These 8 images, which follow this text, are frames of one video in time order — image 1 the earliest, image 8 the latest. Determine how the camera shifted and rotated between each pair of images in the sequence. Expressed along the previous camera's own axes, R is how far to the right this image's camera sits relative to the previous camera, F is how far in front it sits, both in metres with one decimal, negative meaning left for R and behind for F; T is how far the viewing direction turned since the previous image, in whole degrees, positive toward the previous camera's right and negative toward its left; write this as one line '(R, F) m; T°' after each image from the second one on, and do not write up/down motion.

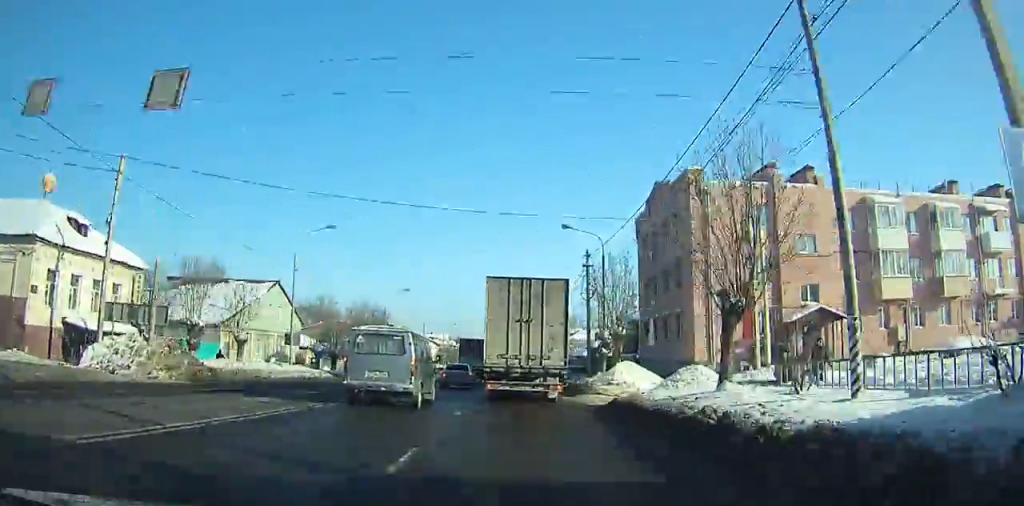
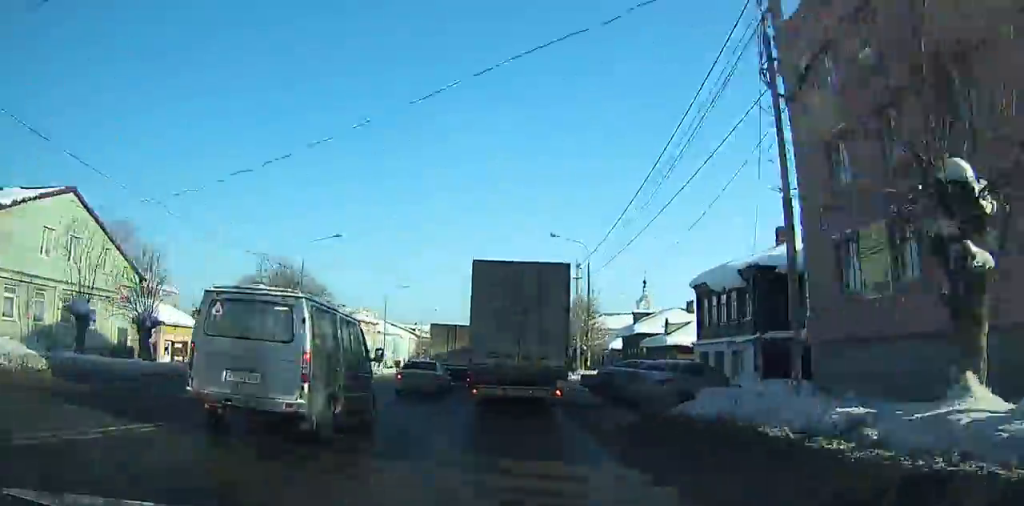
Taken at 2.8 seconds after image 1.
(-0.1, +25.9) m; 0°
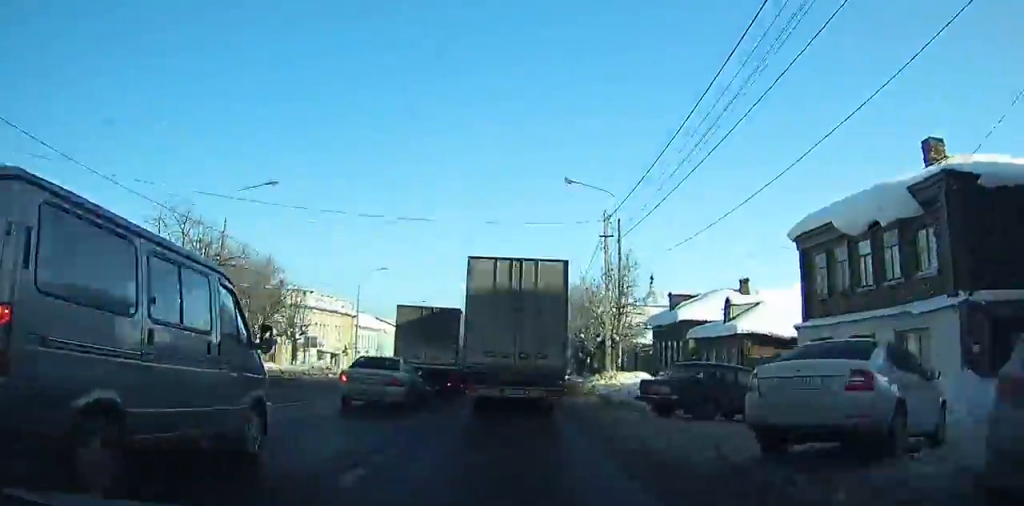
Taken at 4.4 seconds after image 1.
(0.0, +13.2) m; 0°
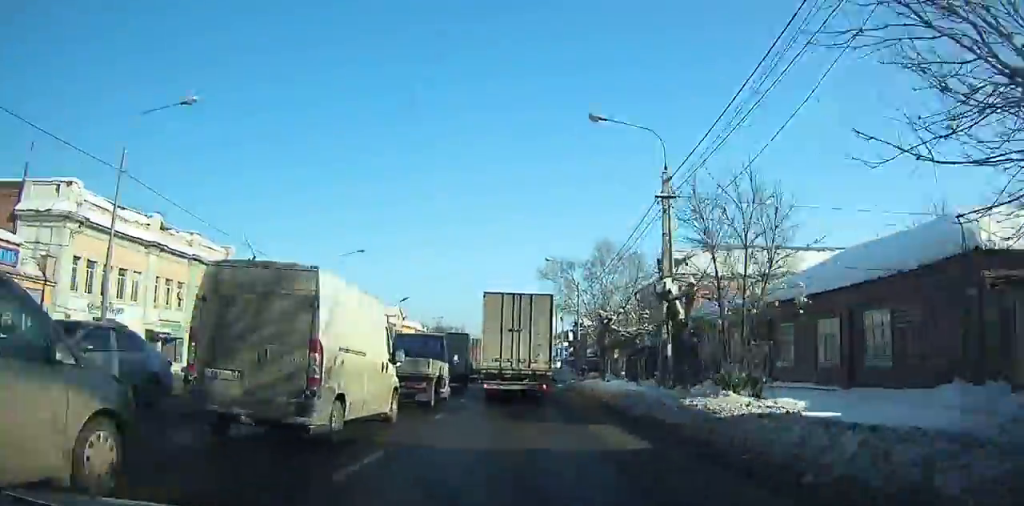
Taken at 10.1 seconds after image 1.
(-0.3, +41.7) m; -1°
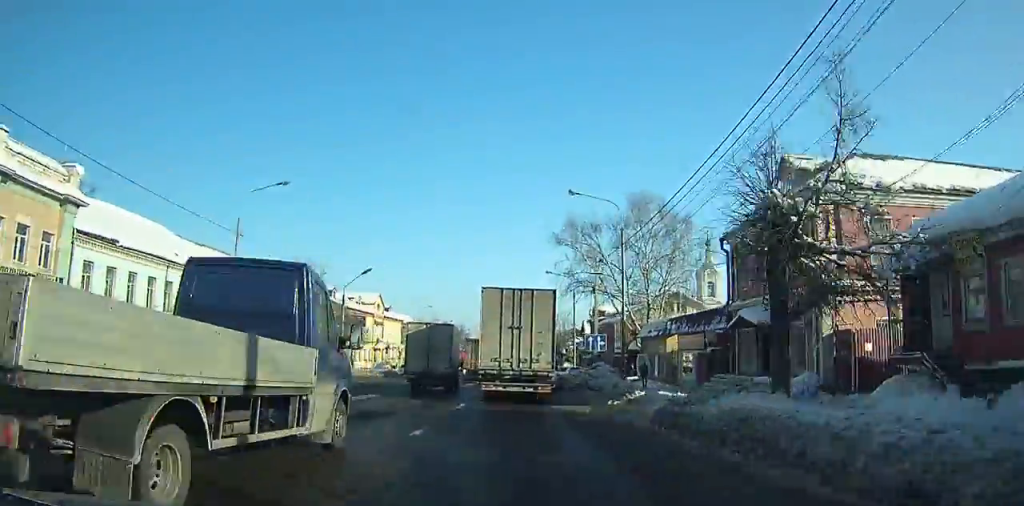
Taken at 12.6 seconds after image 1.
(0.0, +17.3) m; -1°
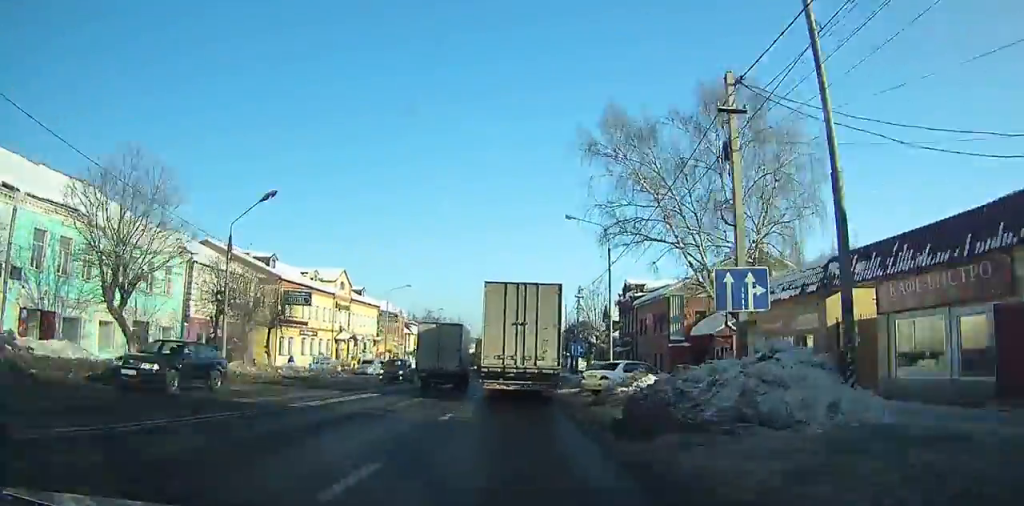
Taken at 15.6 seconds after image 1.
(-0.2, +20.9) m; 0°
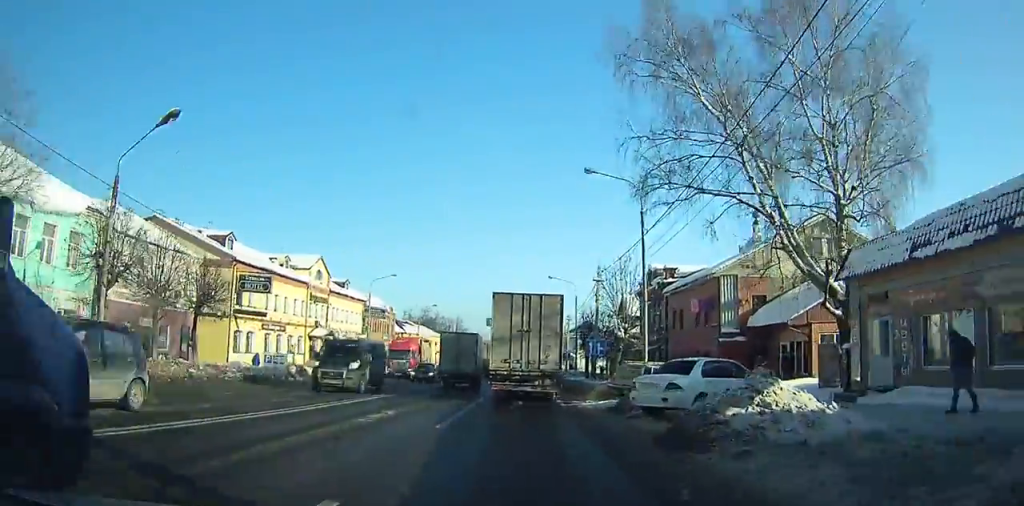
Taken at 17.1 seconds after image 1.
(+0.2, +10.9) m; +1°
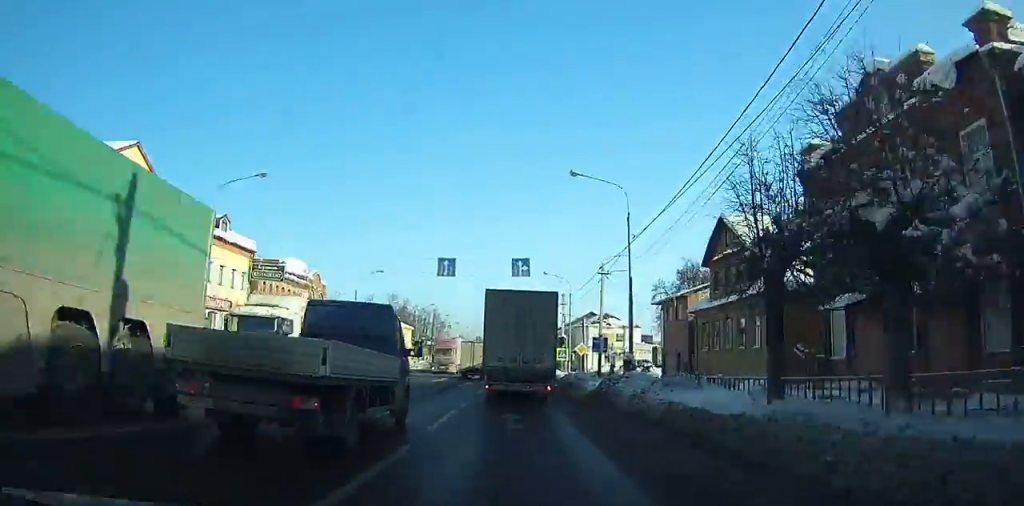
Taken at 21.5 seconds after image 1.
(+0.6, +33.3) m; 0°
